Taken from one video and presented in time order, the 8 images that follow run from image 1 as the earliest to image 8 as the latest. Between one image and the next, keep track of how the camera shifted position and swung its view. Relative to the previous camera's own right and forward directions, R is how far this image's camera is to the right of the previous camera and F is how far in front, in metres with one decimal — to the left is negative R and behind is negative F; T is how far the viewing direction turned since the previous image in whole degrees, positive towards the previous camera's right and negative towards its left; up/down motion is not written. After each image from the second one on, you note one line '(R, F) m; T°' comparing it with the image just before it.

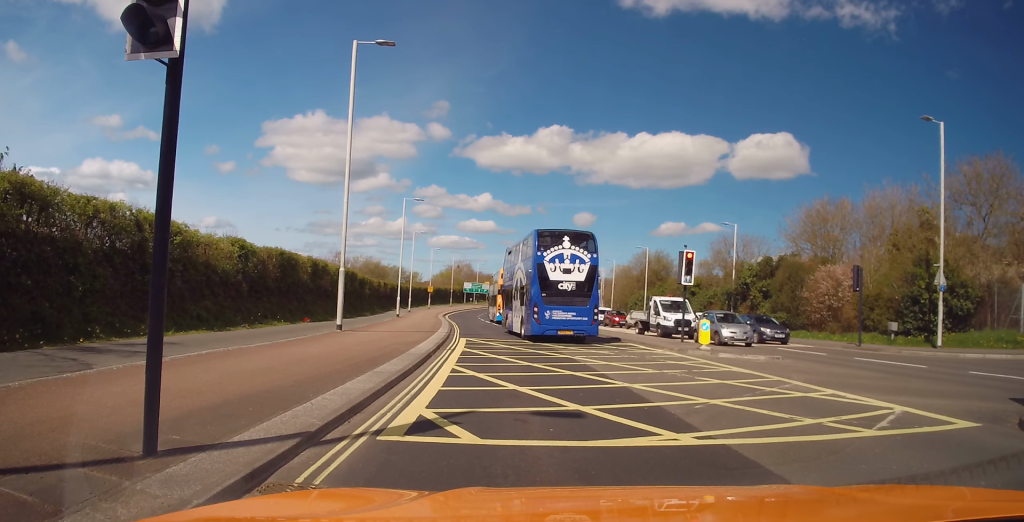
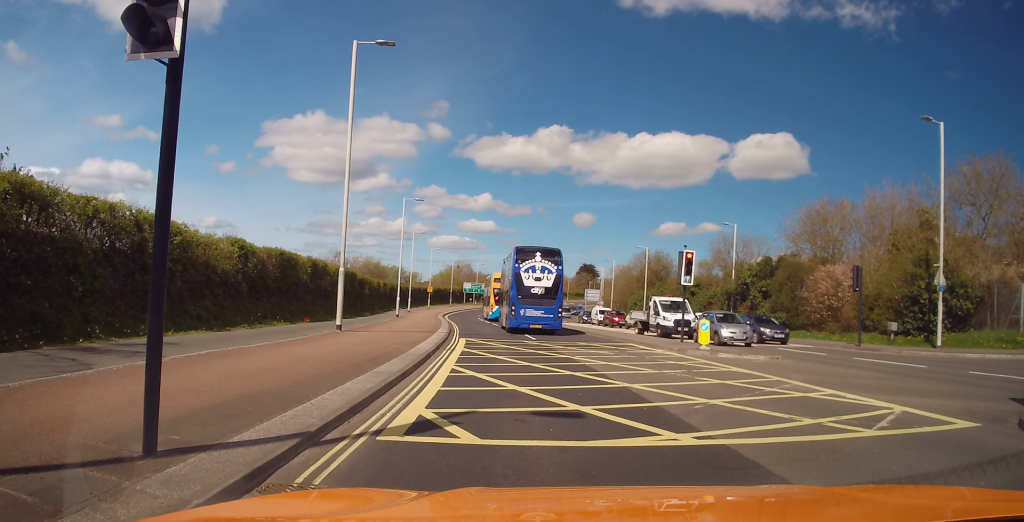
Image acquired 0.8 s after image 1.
(0.0, 0.0) m; 0°
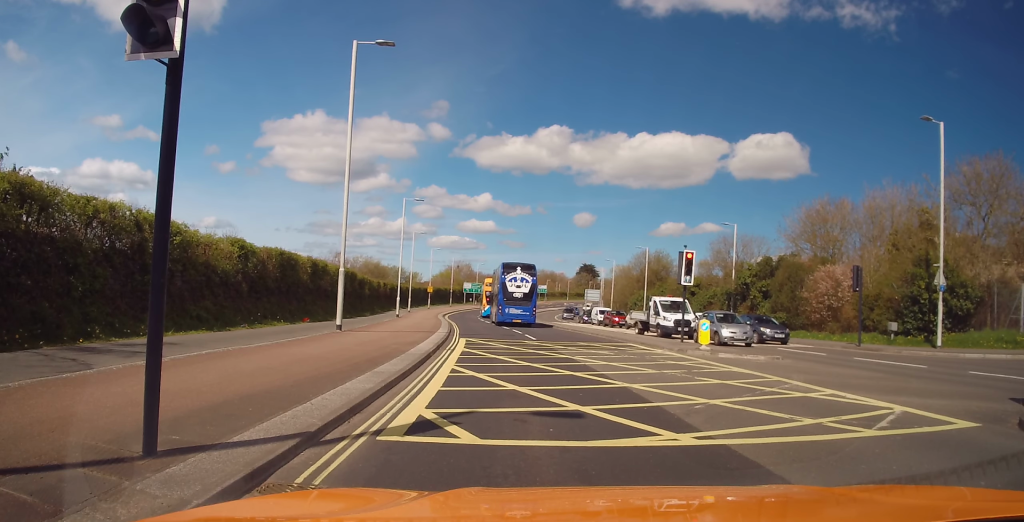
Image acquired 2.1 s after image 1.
(0.0, 0.0) m; 0°
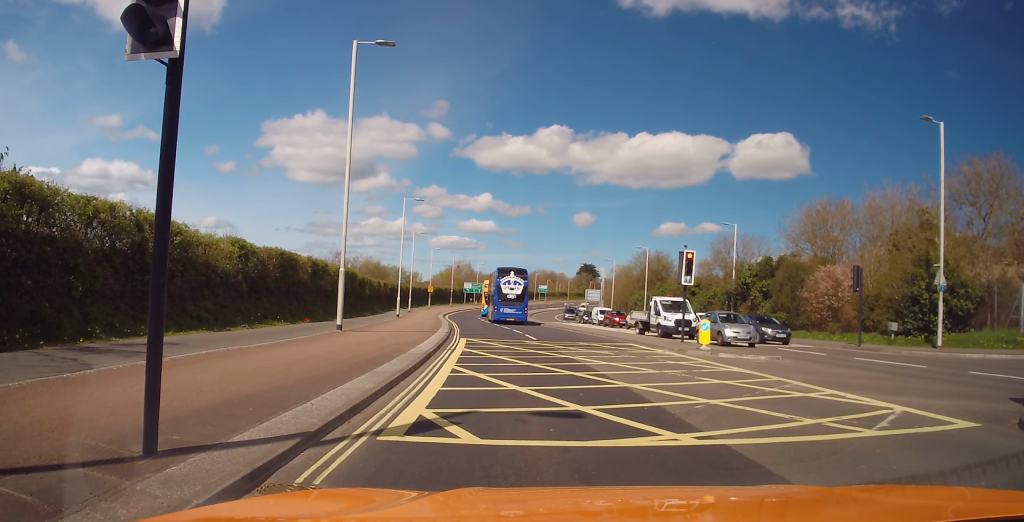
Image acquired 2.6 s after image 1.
(0.0, 0.0) m; 0°
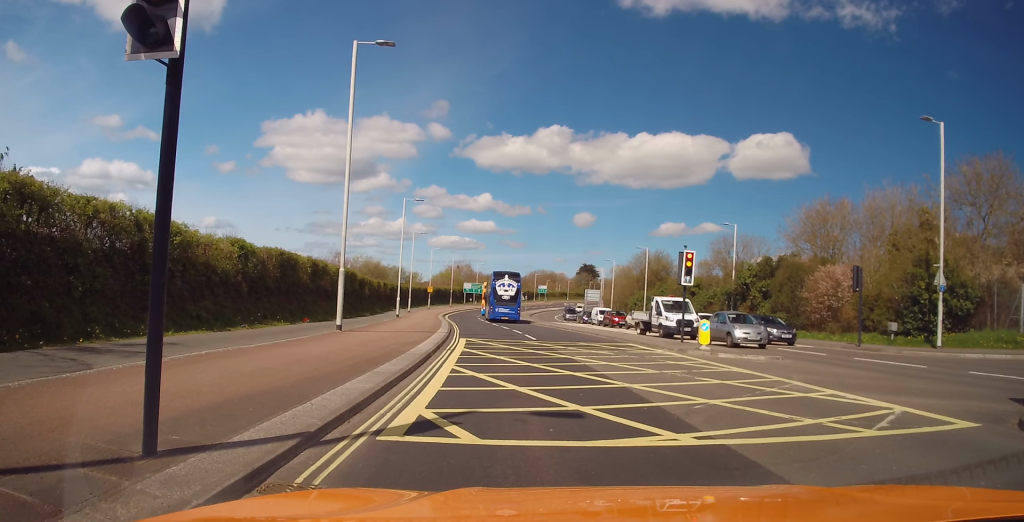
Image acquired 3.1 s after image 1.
(0.0, 0.0) m; 0°
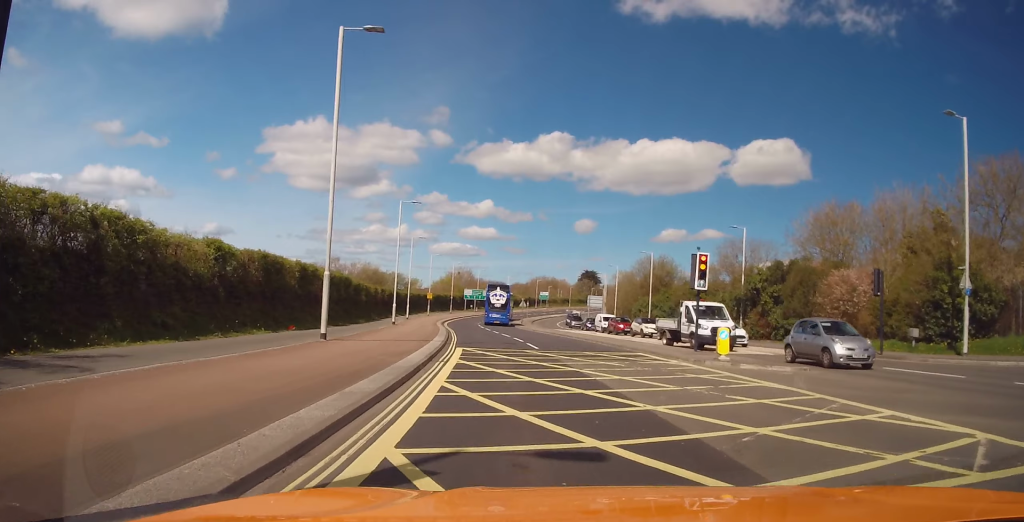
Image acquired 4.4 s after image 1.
(+0.1, +0.4) m; +1°
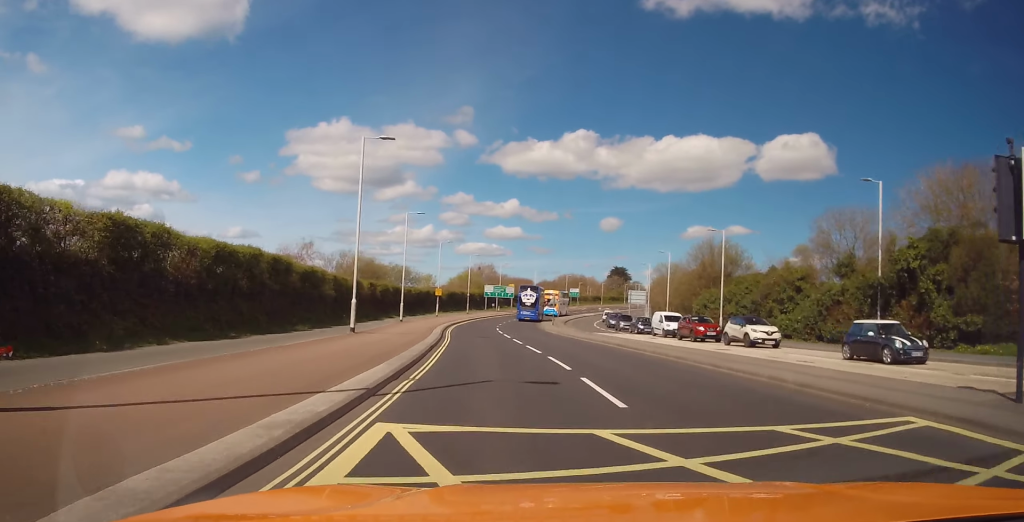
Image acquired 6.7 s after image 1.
(+0.2, +9.6) m; -1°
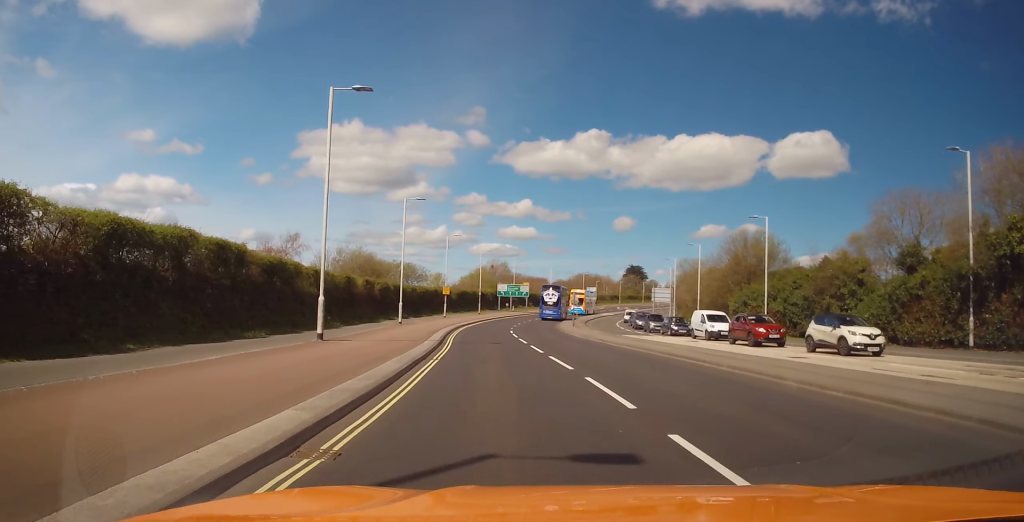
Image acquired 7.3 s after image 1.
(0.0, +5.4) m; -2°
